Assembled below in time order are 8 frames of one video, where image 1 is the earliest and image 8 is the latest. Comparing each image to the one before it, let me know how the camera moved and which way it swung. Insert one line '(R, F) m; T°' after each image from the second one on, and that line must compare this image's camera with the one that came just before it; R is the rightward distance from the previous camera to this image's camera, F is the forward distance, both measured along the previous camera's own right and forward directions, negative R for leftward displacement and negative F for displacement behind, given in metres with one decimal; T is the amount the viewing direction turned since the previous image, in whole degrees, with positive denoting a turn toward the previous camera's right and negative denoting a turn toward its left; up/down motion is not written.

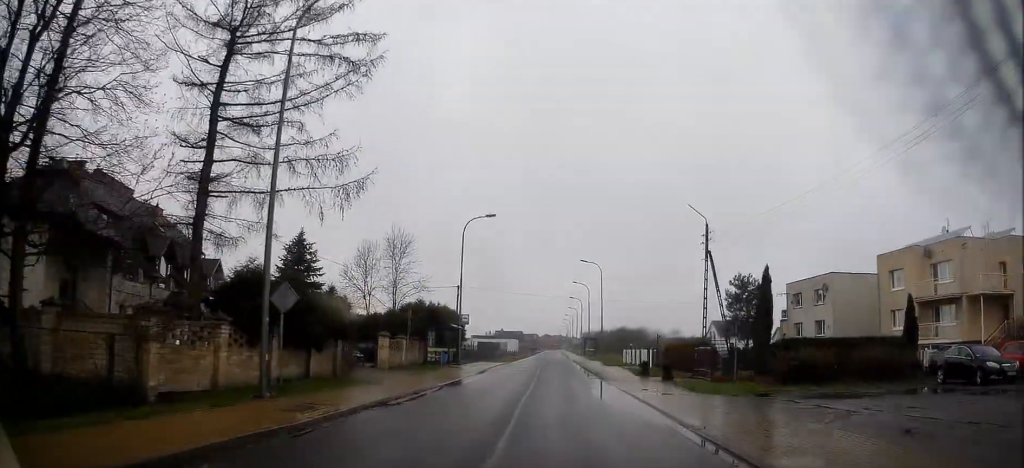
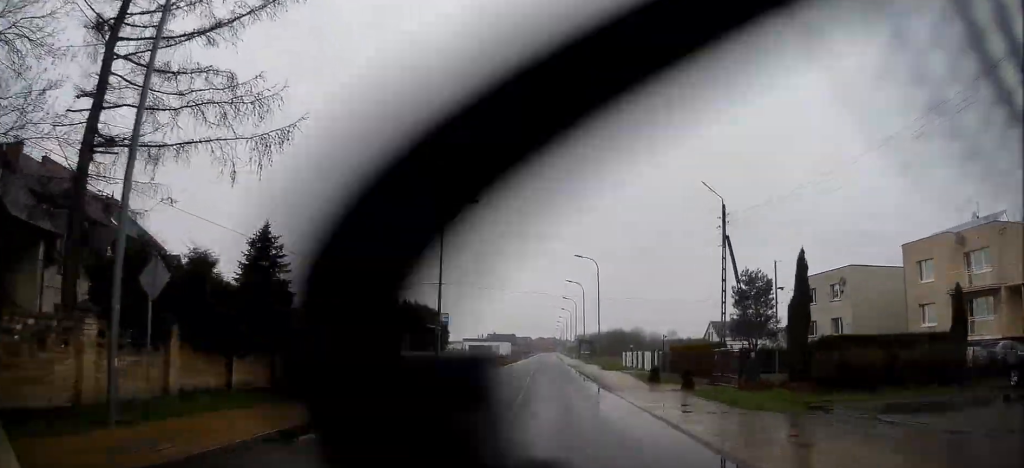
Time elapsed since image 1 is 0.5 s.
(+0.3, +4.7) m; 0°
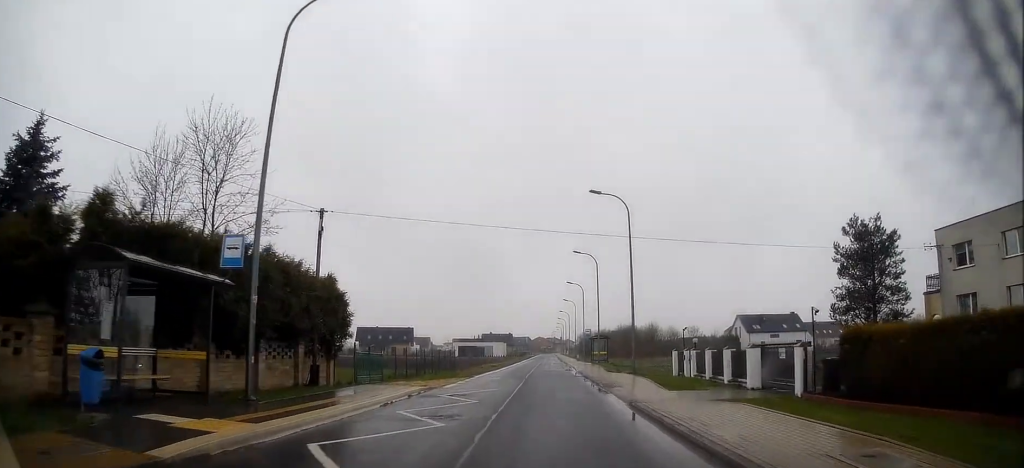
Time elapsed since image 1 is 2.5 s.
(+0.4, +23.1) m; +3°
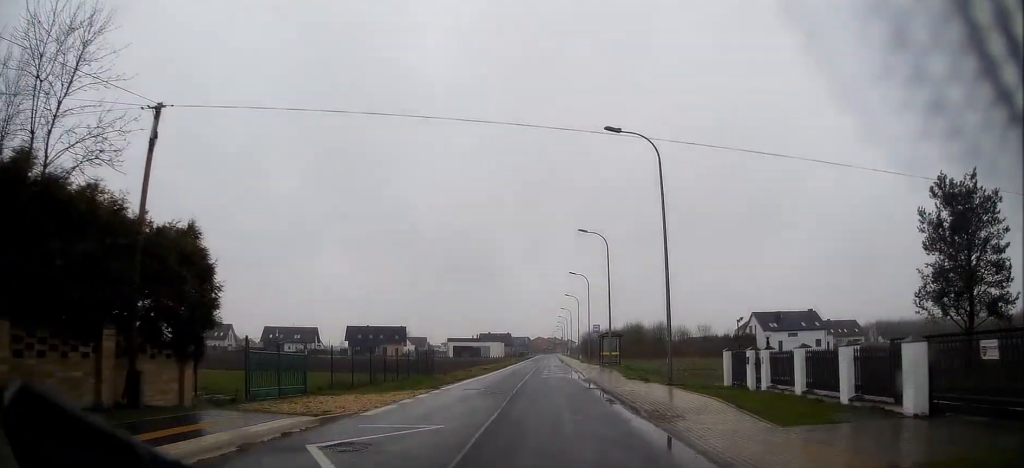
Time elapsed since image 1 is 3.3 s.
(0.0, +10.3) m; -2°
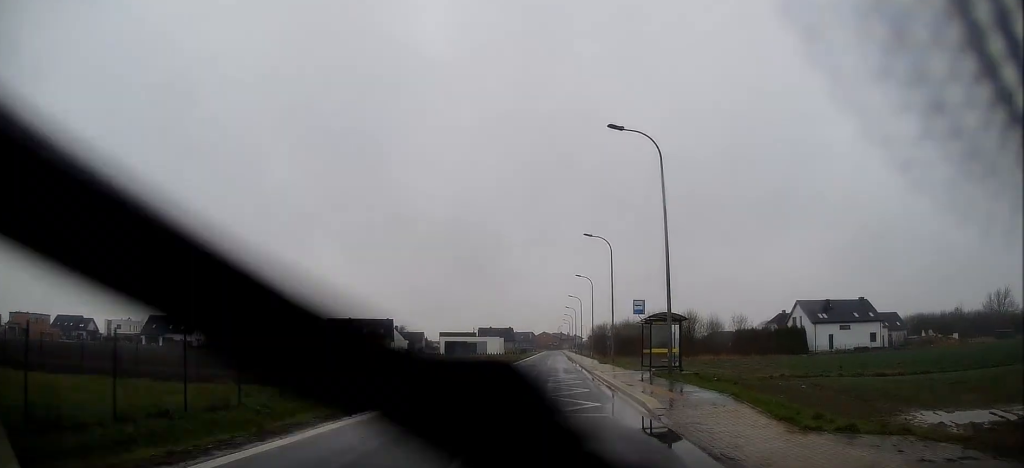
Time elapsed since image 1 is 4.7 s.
(-0.8, +21.3) m; -3°
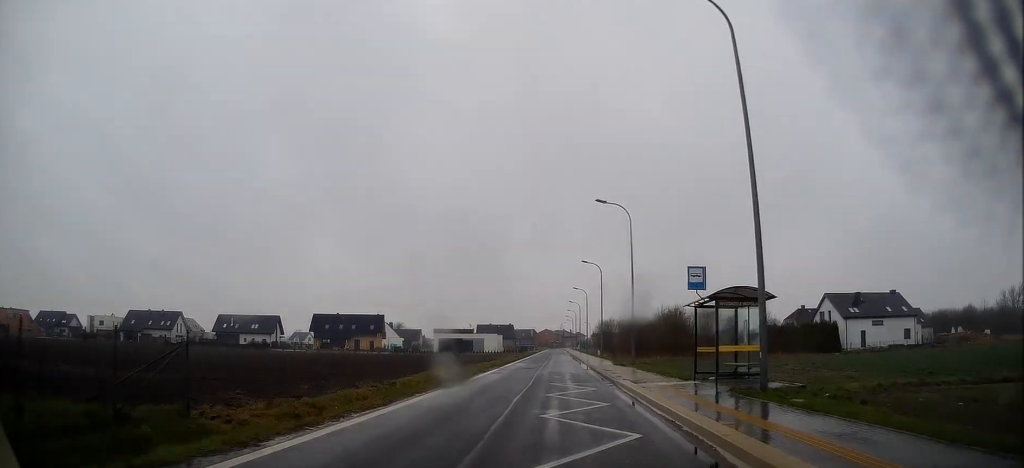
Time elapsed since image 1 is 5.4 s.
(-0.1, +10.3) m; +1°
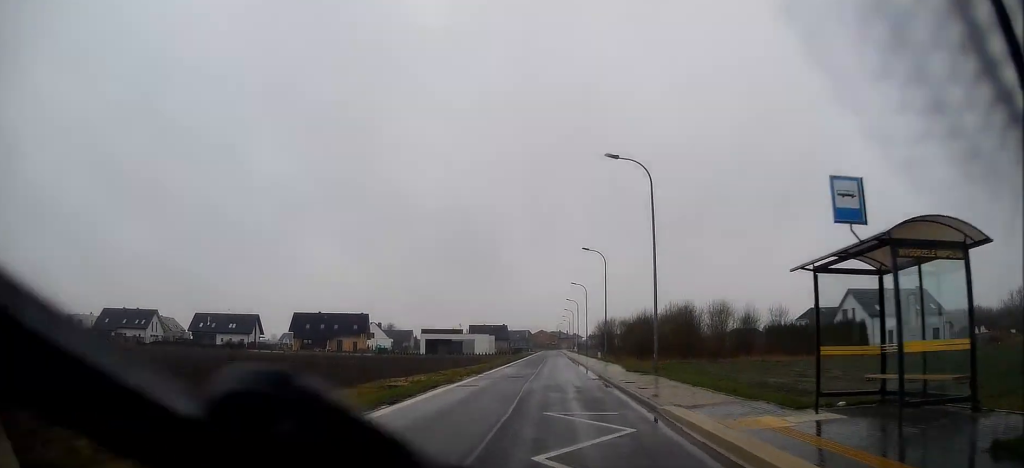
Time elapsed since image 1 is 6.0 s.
(+0.1, +9.4) m; +1°
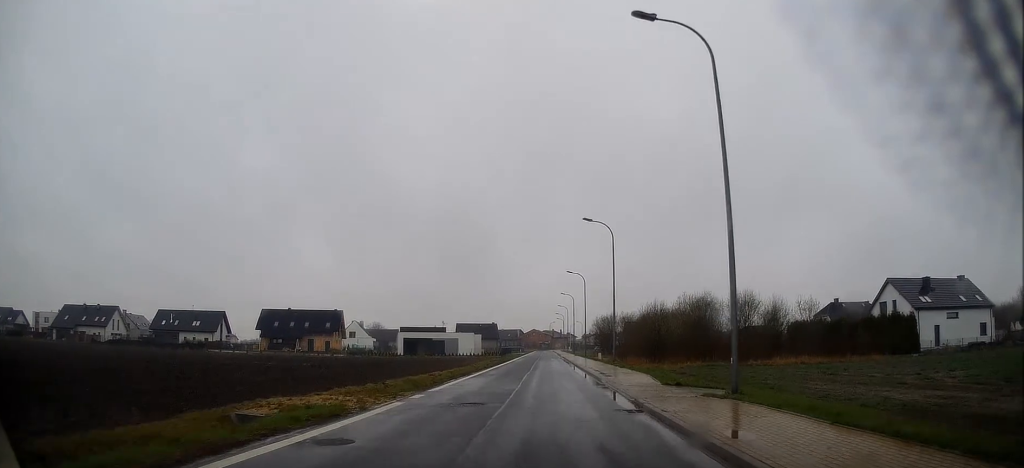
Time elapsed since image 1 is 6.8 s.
(+0.2, +13.2) m; +1°
